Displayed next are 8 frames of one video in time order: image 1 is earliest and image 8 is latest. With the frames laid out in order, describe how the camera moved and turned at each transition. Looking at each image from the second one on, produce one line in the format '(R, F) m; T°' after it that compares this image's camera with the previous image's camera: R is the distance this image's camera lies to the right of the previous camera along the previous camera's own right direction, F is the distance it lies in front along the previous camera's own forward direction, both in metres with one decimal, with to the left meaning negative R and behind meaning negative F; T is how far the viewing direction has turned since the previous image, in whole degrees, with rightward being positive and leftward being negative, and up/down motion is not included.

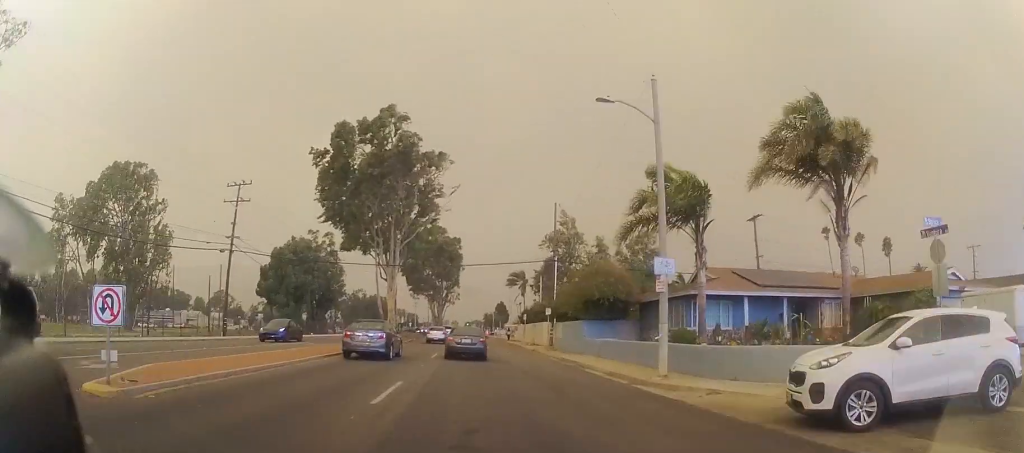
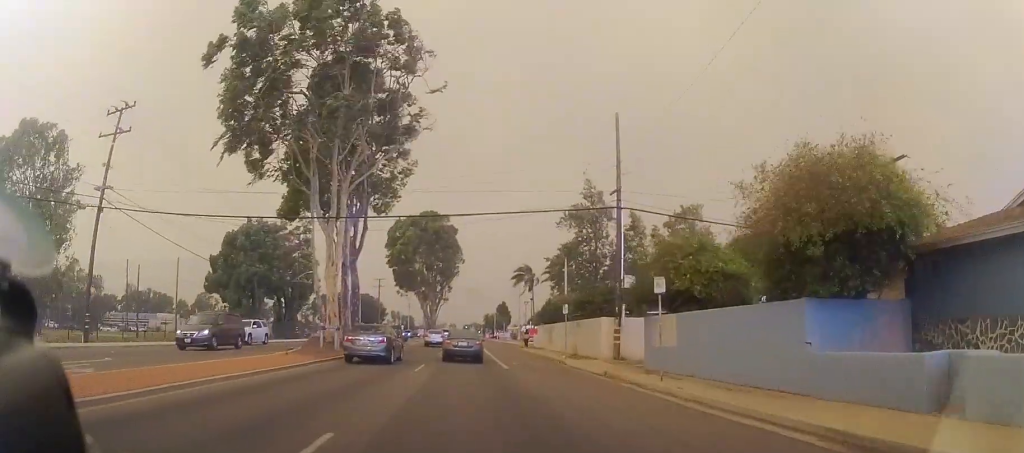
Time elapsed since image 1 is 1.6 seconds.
(-0.7, +20.6) m; -3°
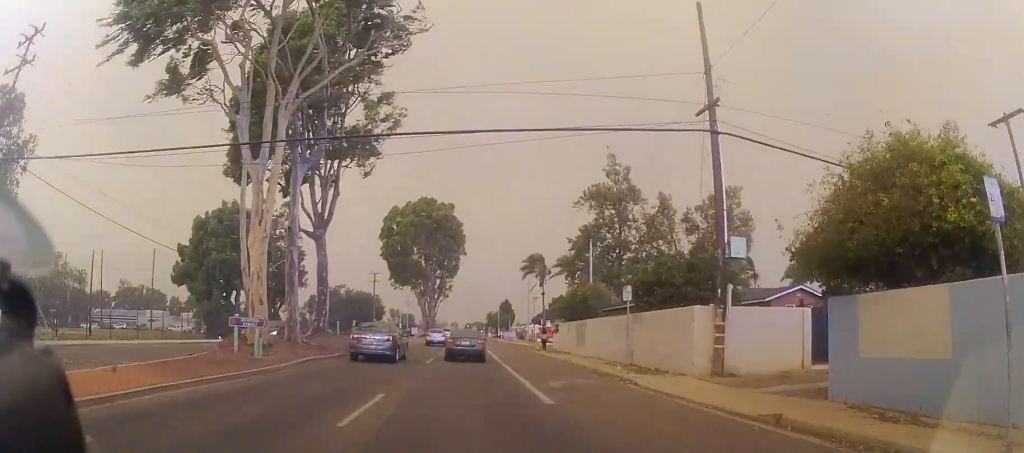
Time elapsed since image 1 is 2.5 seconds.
(0.0, +10.6) m; 0°
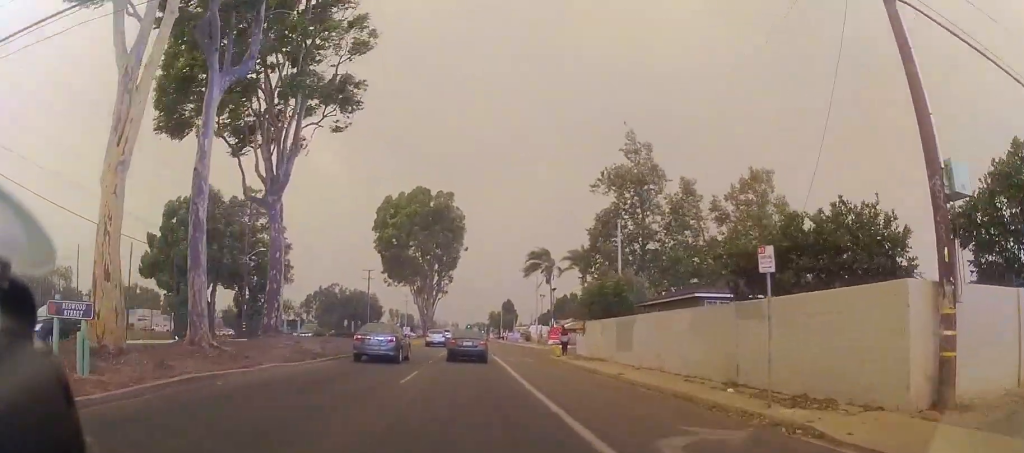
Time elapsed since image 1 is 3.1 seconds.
(0.0, +8.6) m; 0°
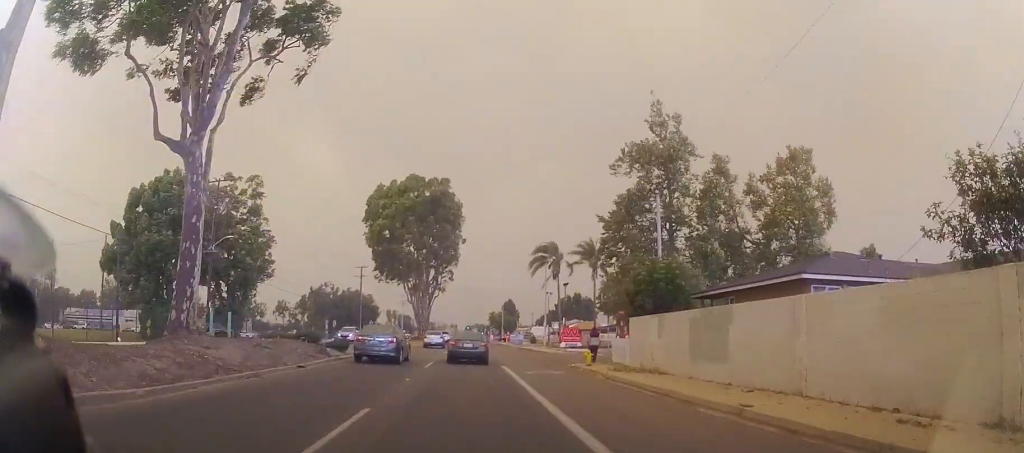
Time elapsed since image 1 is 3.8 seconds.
(0.0, +8.2) m; 0°
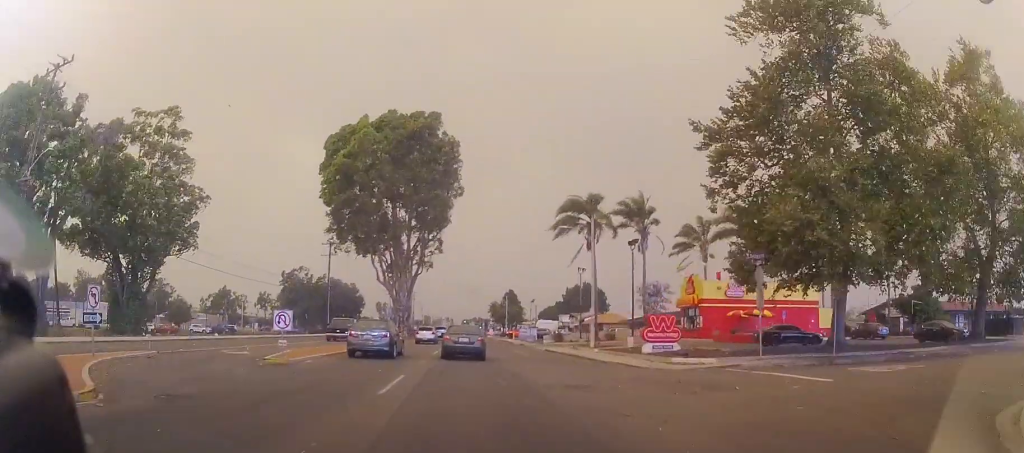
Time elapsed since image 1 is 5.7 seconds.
(0.0, +24.7) m; 0°
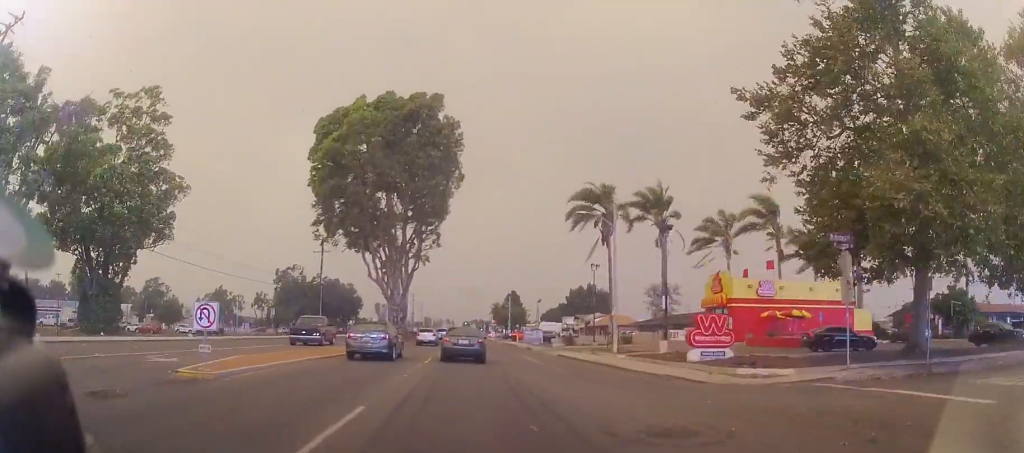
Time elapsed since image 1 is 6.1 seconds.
(0.0, +5.6) m; 0°
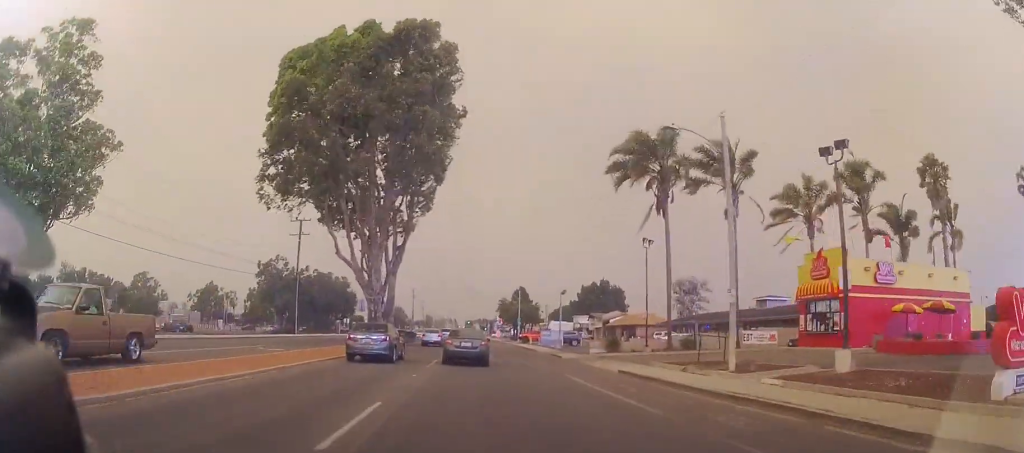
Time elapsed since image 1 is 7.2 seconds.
(0.0, +14.4) m; 0°
